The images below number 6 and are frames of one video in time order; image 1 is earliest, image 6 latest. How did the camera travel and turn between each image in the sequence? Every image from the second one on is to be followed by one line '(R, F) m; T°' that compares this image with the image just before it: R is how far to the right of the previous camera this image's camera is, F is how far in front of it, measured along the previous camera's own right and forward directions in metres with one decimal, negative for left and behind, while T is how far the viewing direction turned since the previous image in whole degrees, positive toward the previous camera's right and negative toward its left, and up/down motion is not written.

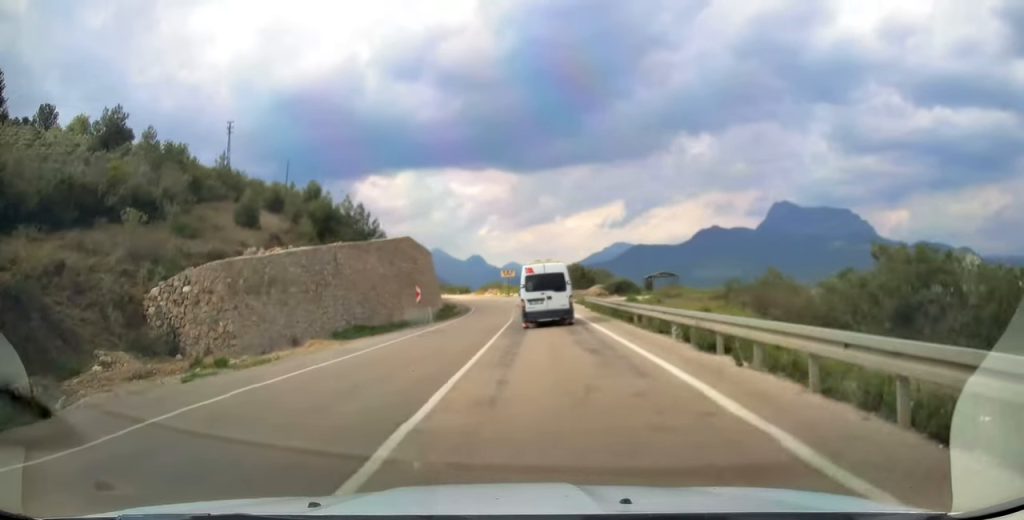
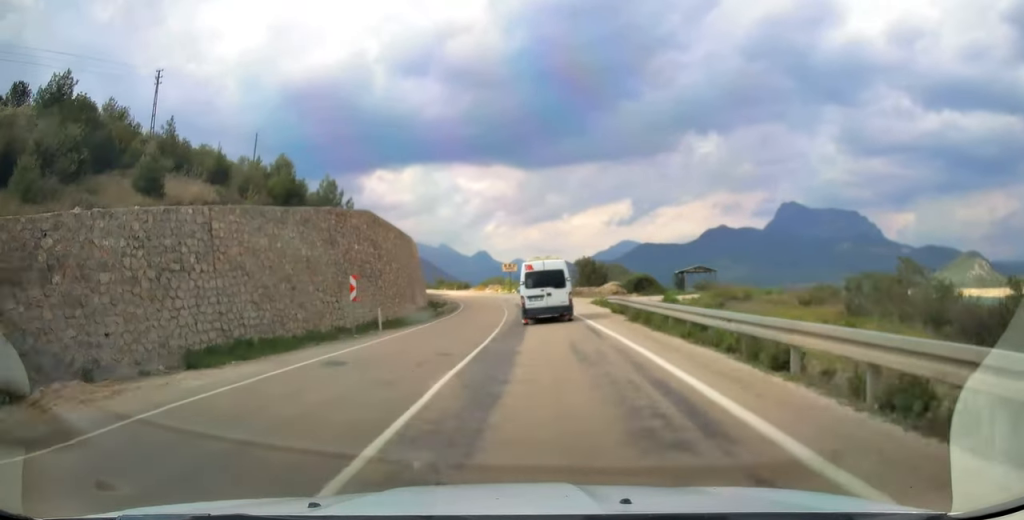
(-0.1, +13.5) m; 0°
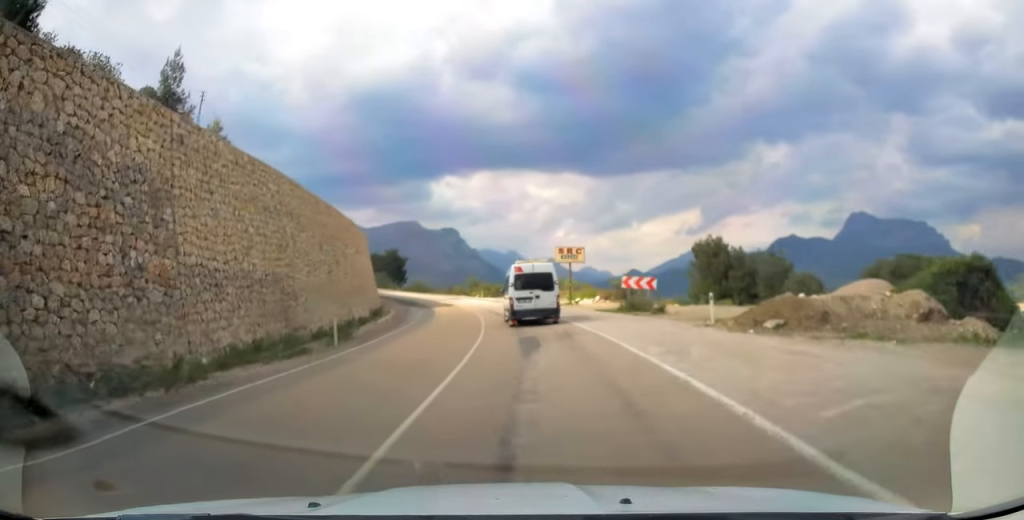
(-2.0, +52.9) m; -11°
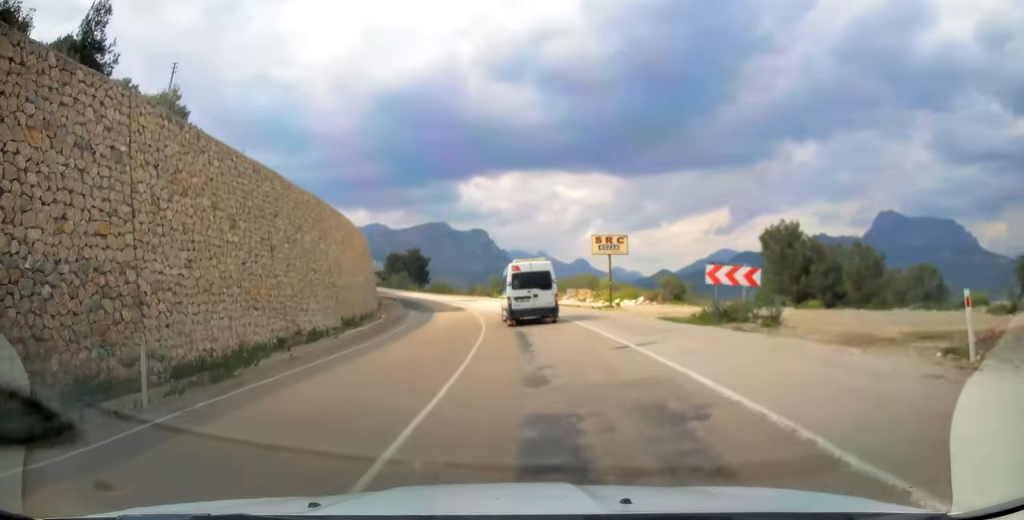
(-1.1, +11.9) m; -4°
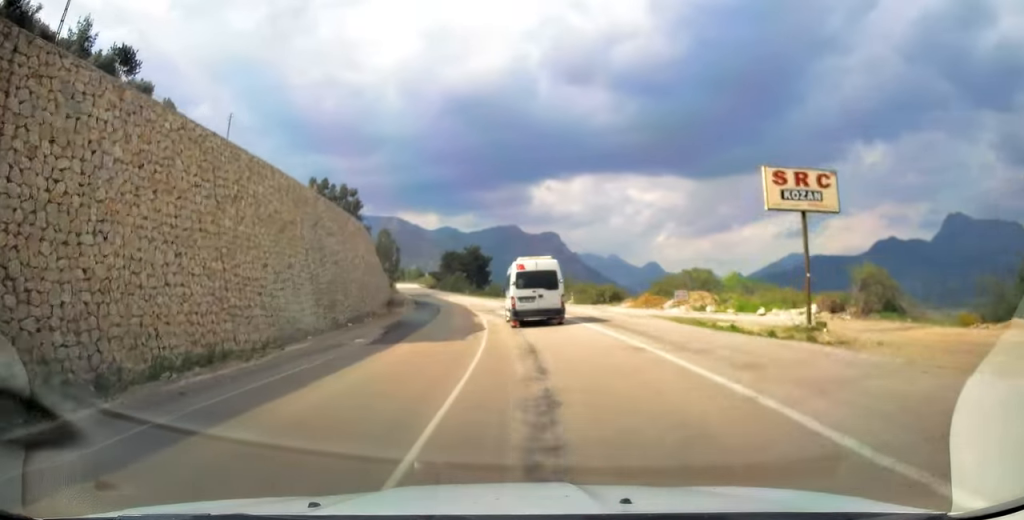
(-1.7, +25.4) m; -4°
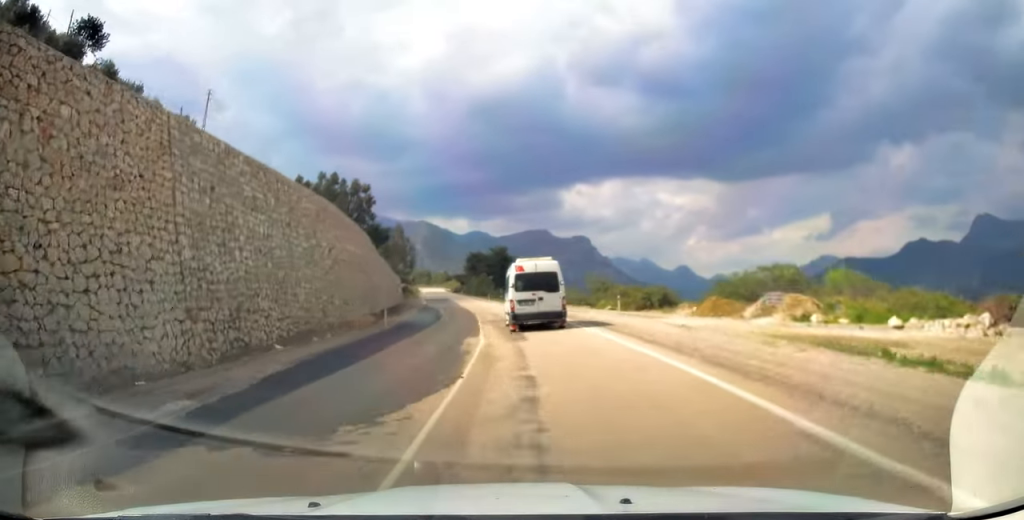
(0.0, +12.3) m; 0°
